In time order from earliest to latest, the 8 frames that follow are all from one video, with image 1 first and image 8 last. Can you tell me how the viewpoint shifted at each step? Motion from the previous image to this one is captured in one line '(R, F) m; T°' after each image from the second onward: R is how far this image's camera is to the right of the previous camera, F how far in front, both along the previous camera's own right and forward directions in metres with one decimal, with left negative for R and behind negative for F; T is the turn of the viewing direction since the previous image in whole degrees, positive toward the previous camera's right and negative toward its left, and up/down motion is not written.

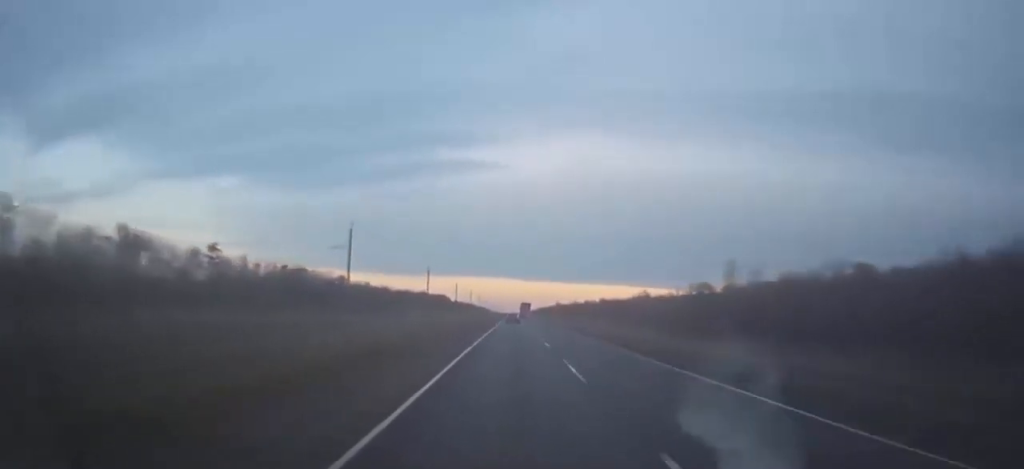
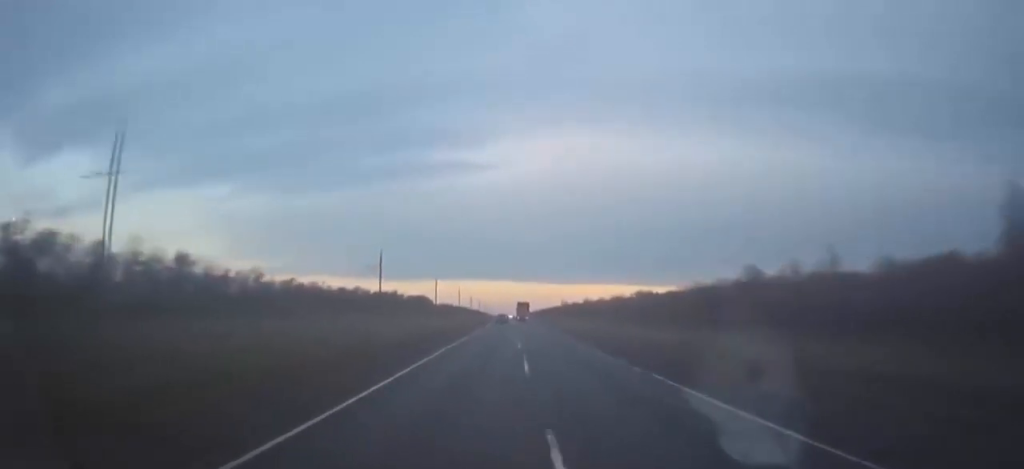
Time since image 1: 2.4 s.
(+0.5, +96.5) m; +1°
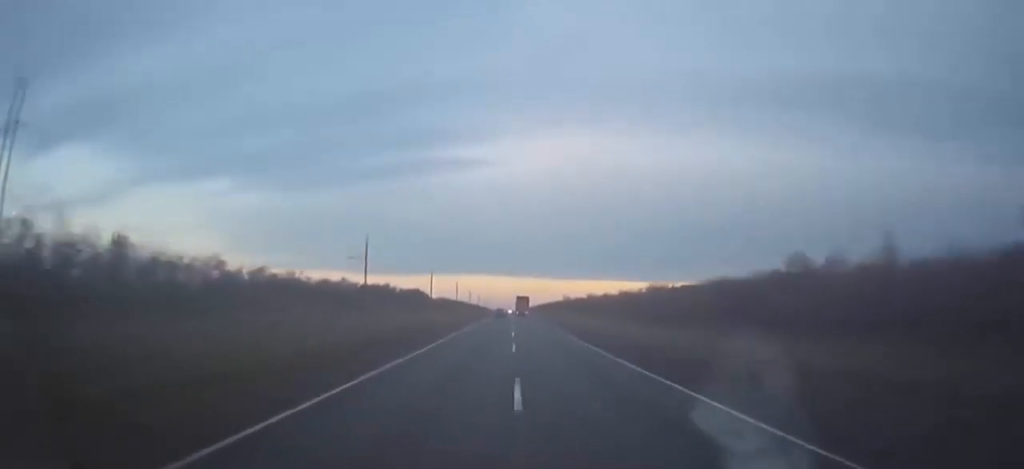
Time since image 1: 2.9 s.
(0.0, +19.6) m; 0°
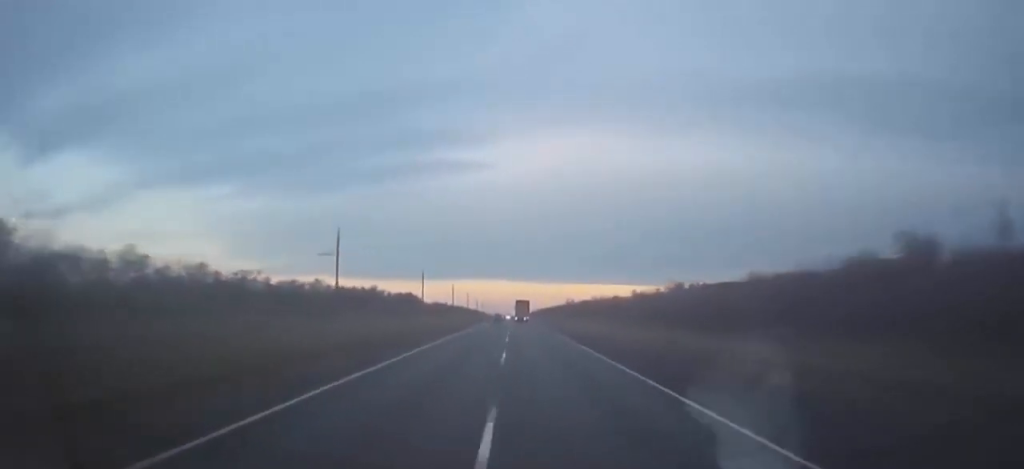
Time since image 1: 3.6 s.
(0.0, +29.1) m; 0°
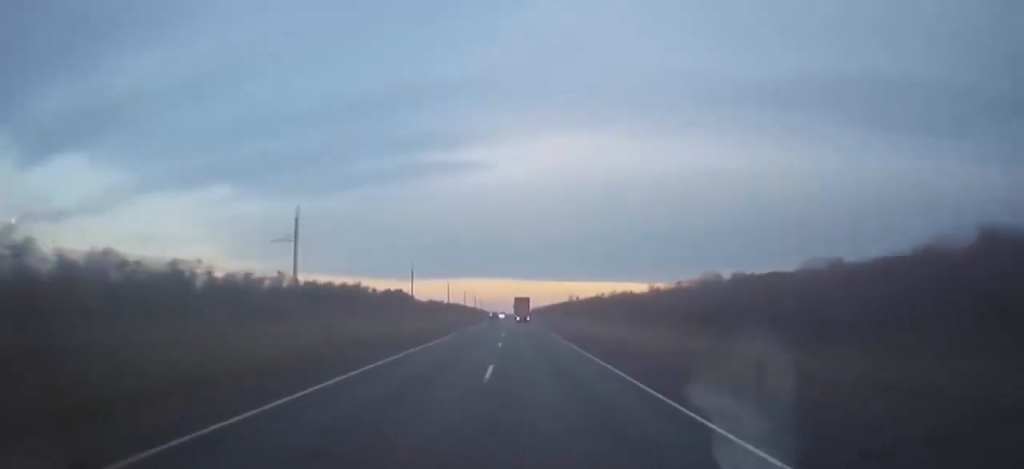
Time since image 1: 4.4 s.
(0.0, +29.0) m; 0°
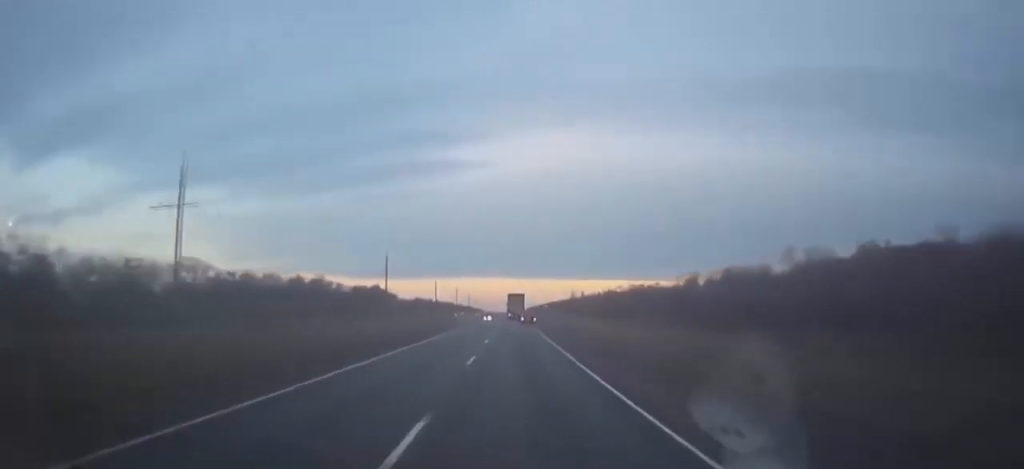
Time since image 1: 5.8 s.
(0.0, +45.6) m; 0°
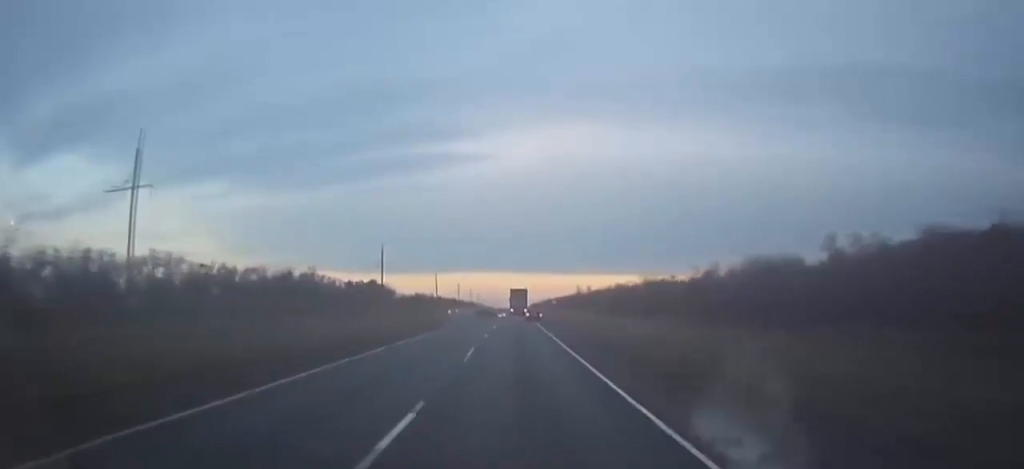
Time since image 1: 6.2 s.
(0.0, +12.5) m; 0°
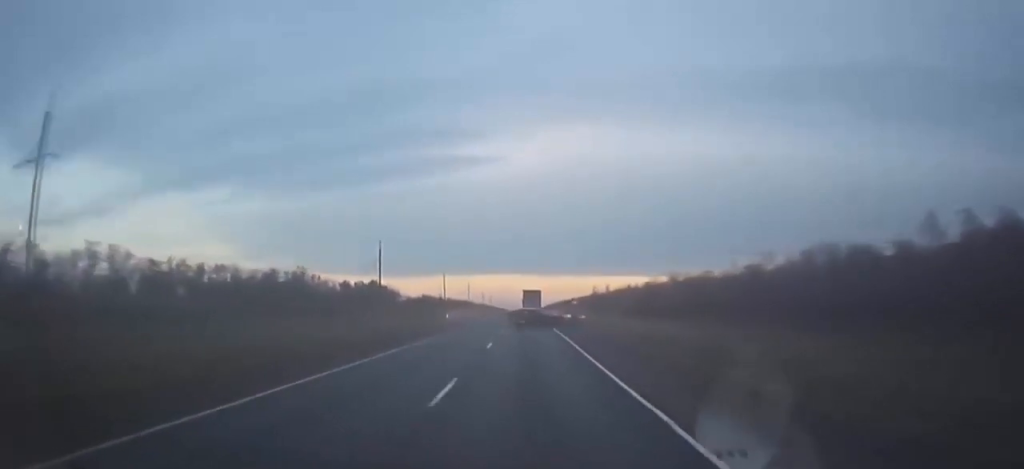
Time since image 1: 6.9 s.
(0.0, +22.4) m; 0°
